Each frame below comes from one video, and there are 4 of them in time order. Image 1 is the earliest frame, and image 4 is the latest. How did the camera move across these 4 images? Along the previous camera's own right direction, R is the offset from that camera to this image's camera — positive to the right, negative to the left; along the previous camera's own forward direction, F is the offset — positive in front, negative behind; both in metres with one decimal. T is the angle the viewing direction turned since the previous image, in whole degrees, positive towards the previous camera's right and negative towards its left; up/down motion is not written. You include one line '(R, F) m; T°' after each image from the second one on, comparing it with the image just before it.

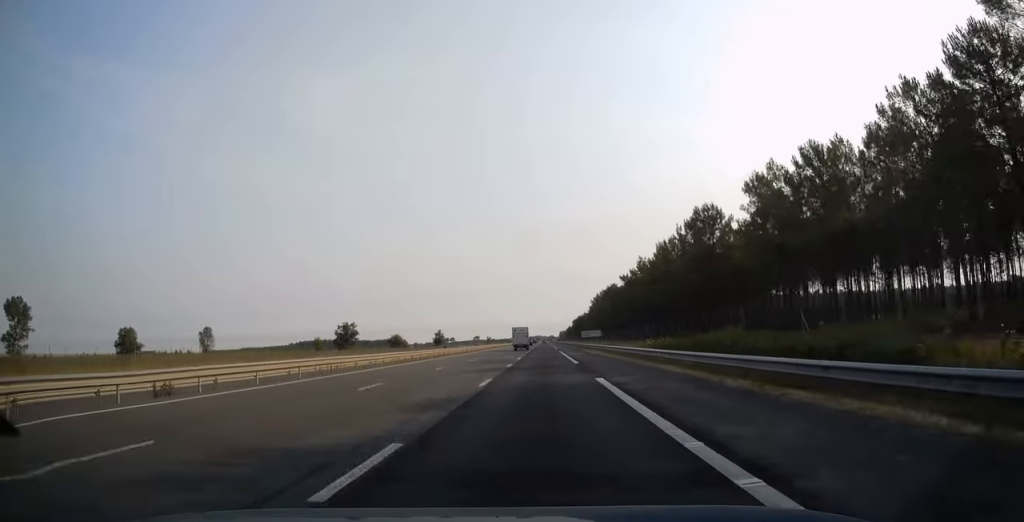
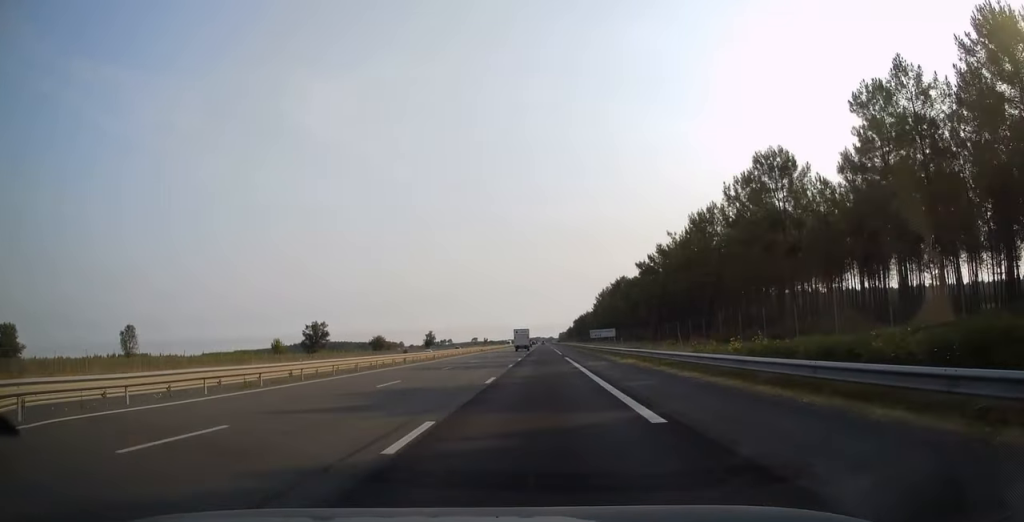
(+0.1, +23.7) m; 0°
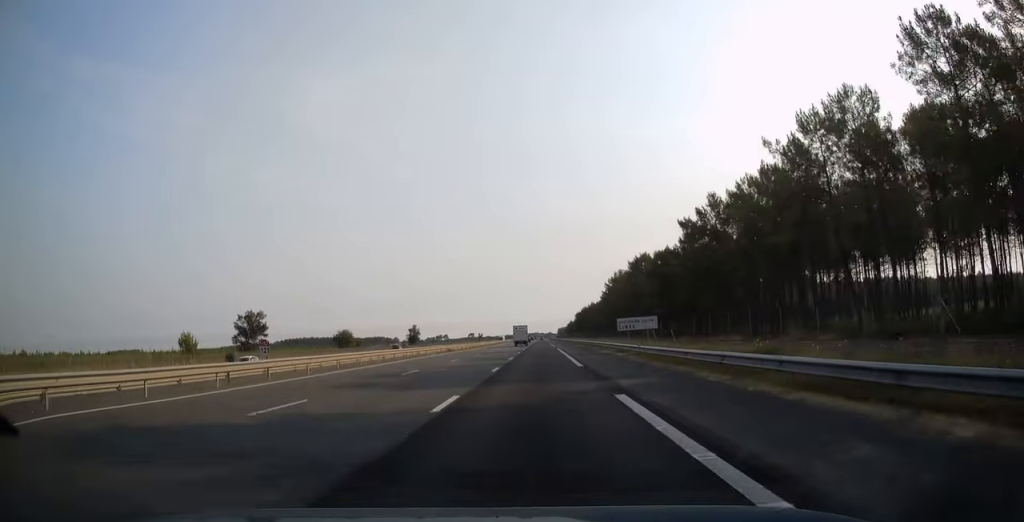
(-0.2, +35.1) m; 0°
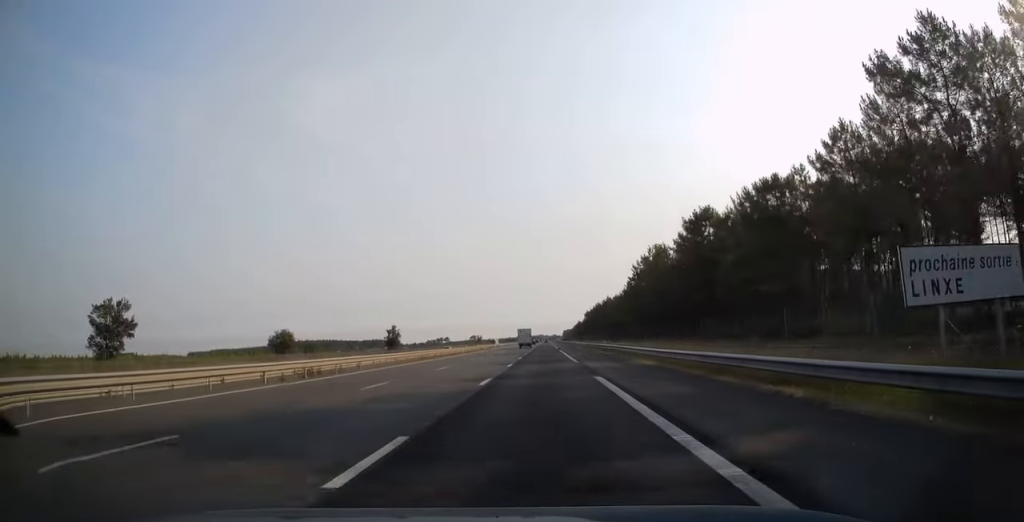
(-0.1, +44.9) m; 0°
